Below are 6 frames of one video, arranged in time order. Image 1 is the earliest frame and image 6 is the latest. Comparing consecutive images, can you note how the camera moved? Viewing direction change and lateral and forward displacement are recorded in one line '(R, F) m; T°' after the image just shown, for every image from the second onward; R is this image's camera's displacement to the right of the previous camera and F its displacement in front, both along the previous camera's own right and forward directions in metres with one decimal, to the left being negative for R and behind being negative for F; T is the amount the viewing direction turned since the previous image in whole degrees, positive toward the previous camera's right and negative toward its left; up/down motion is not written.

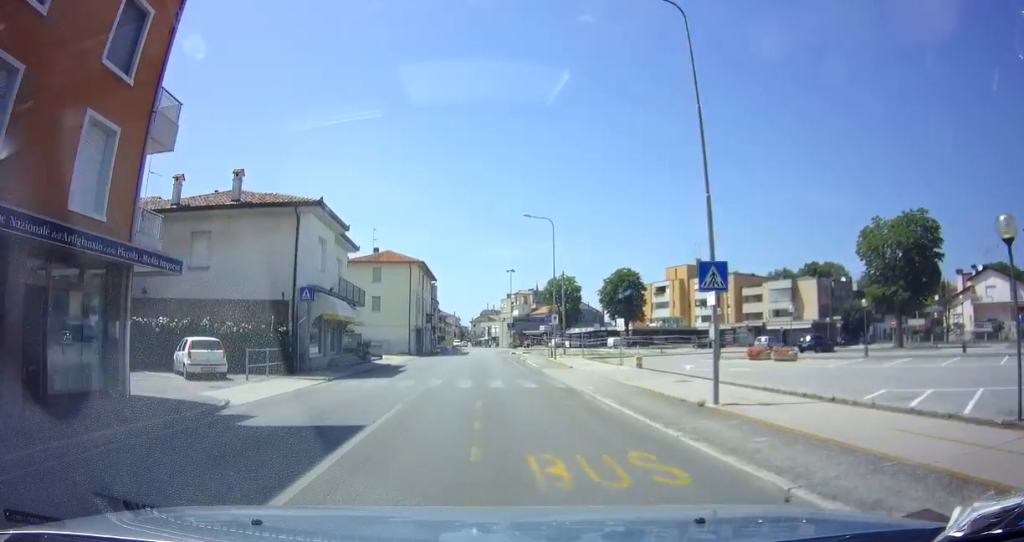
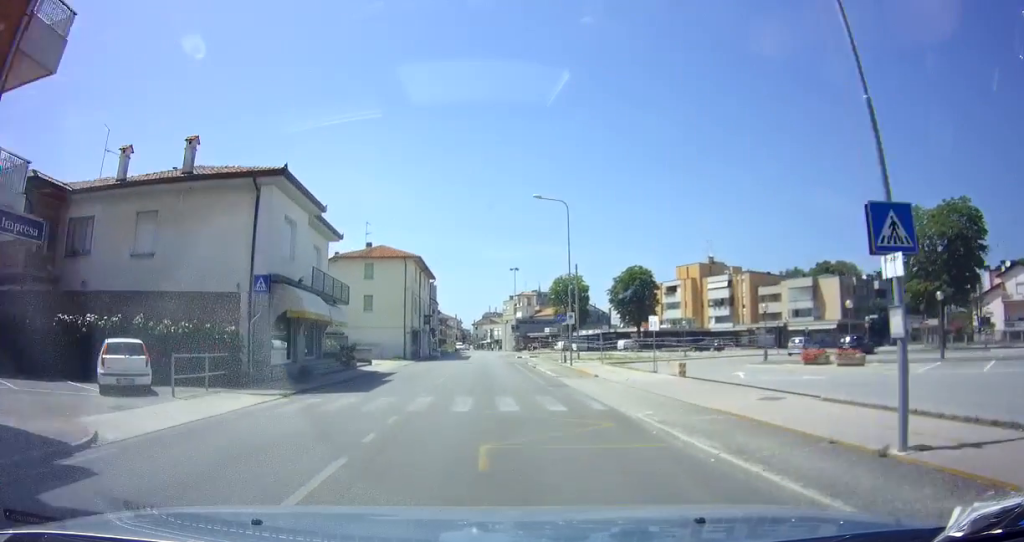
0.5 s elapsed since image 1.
(0.0, +5.1) m; -2°
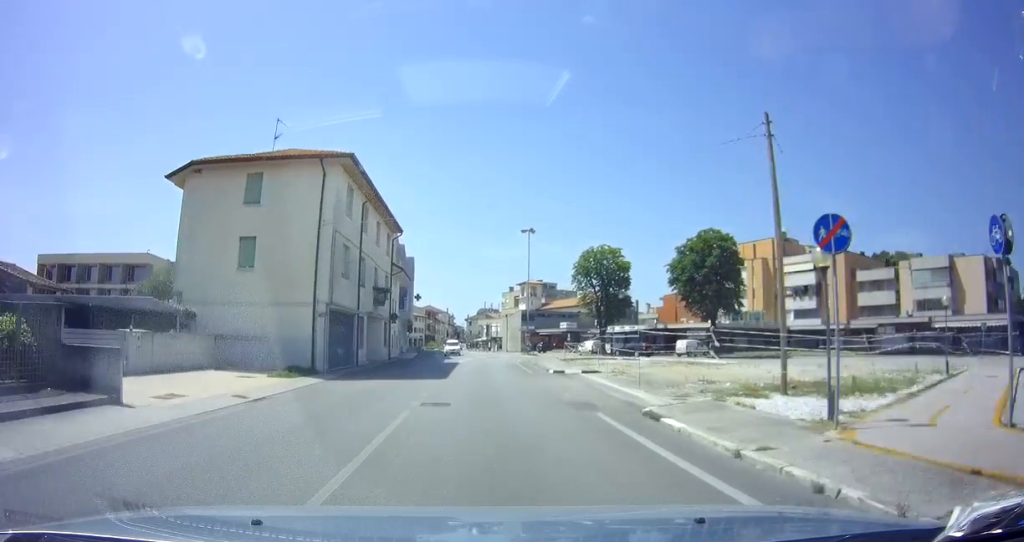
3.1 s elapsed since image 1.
(-0.4, +27.0) m; 0°
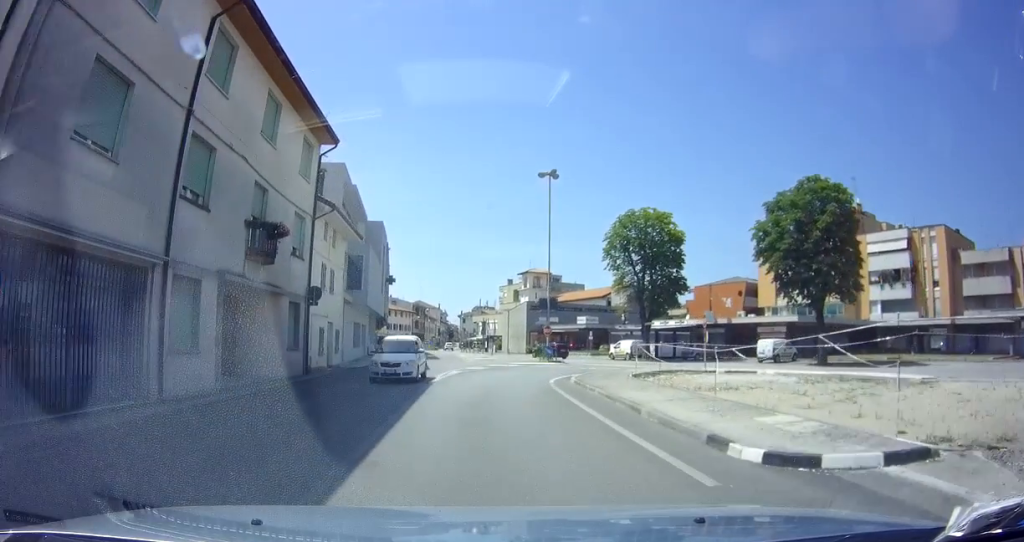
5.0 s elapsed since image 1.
(-0.6, +18.8) m; -2°
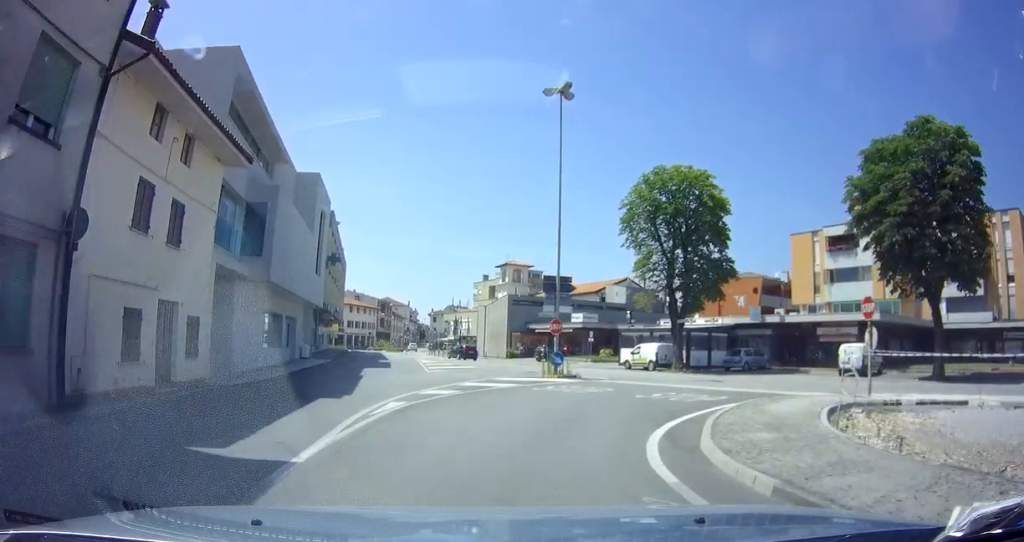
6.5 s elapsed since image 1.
(+0.4, +13.1) m; +6°
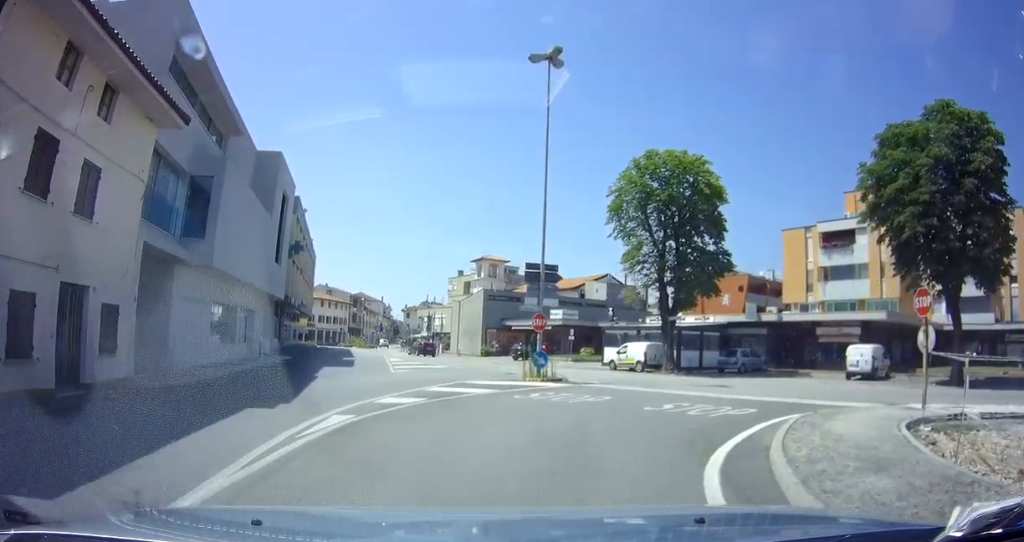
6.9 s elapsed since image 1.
(+0.1, +3.3) m; +3°
